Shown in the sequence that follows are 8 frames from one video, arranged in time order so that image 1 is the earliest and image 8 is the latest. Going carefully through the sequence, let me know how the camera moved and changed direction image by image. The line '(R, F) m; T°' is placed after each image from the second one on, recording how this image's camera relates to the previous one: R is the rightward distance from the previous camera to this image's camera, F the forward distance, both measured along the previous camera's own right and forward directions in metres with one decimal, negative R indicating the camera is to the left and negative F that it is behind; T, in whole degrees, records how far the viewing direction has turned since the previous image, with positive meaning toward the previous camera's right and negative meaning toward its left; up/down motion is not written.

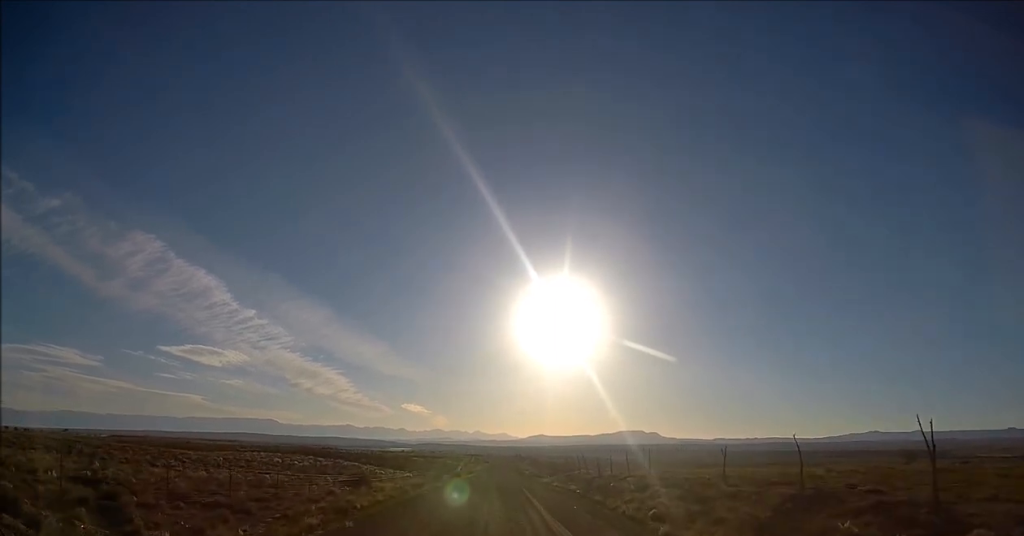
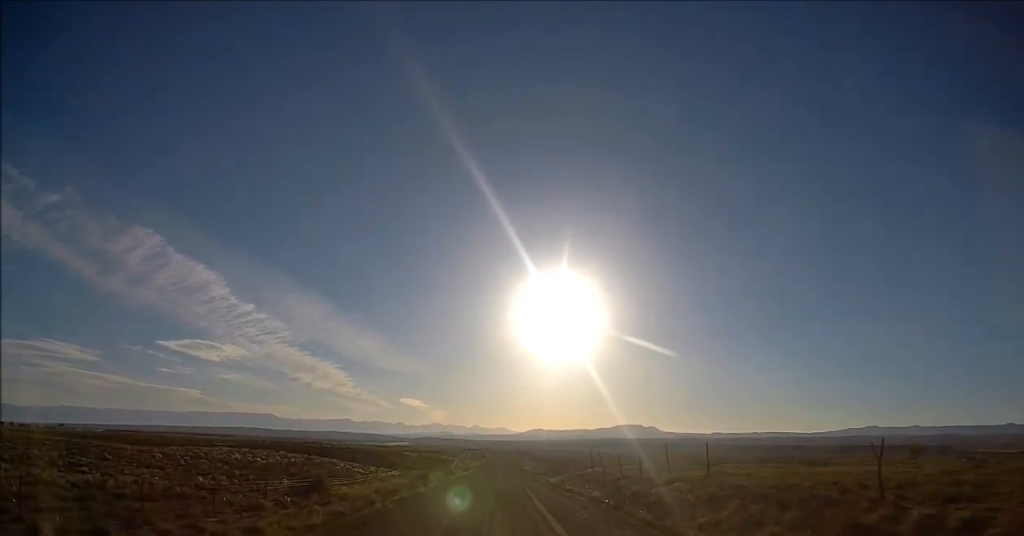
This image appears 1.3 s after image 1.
(+0.2, +11.9) m; +1°
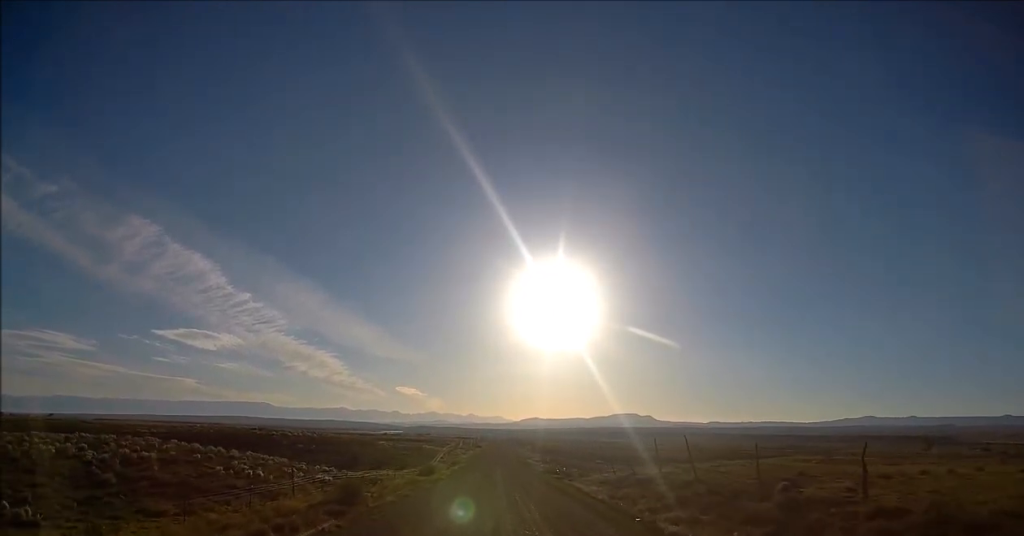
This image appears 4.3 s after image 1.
(-0.6, +28.9) m; -2°
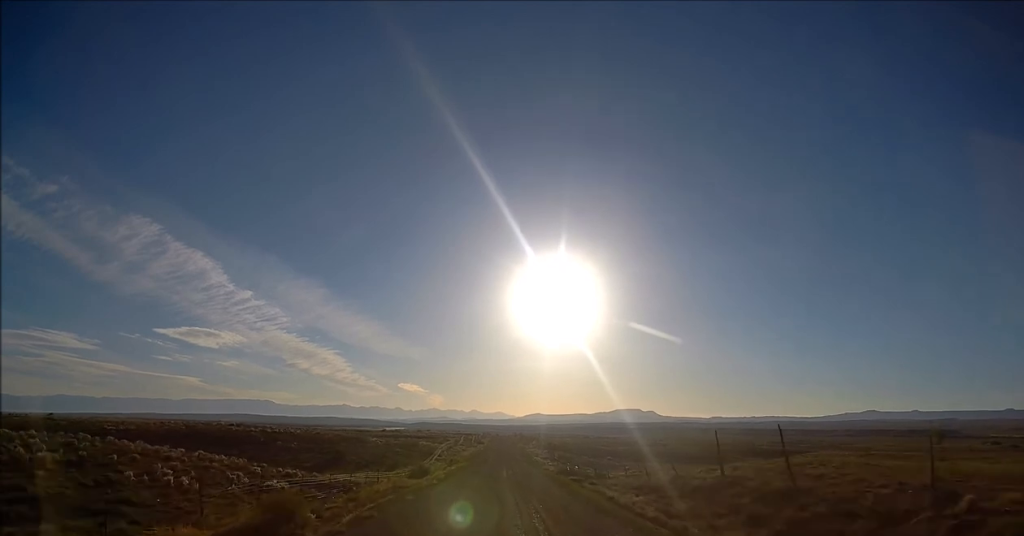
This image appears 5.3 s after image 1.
(0.0, +10.1) m; 0°
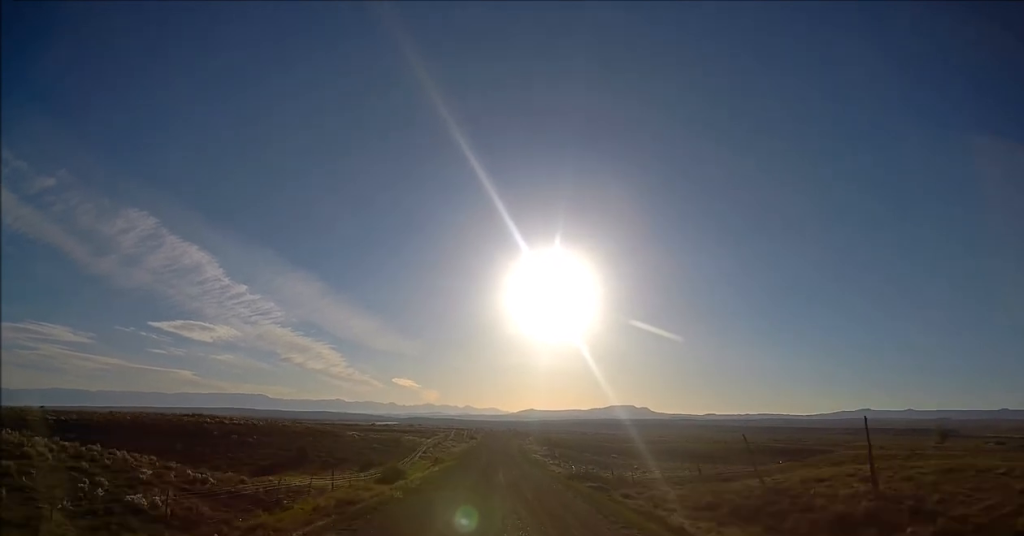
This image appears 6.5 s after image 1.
(+0.1, +12.9) m; 0°
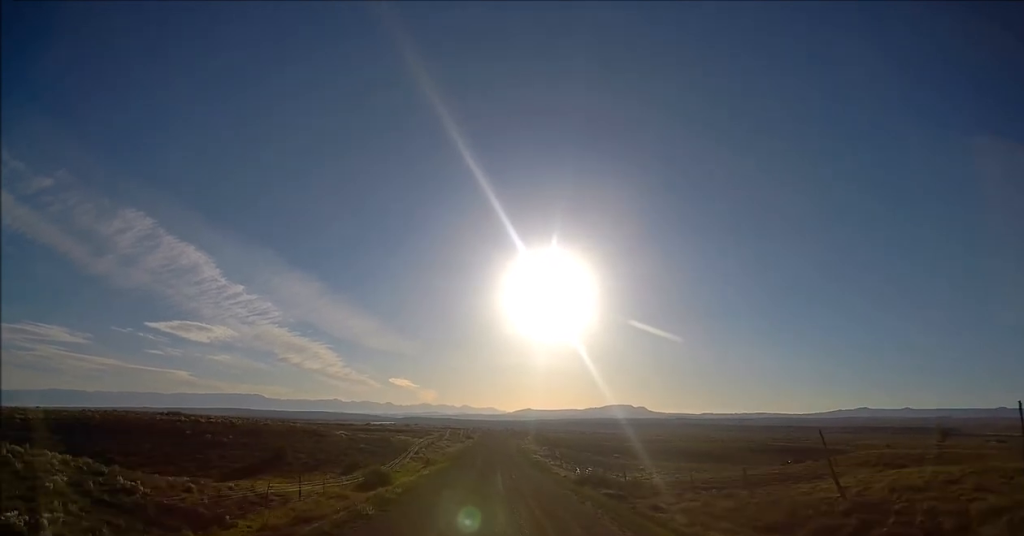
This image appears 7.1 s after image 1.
(-0.1, +6.4) m; 0°
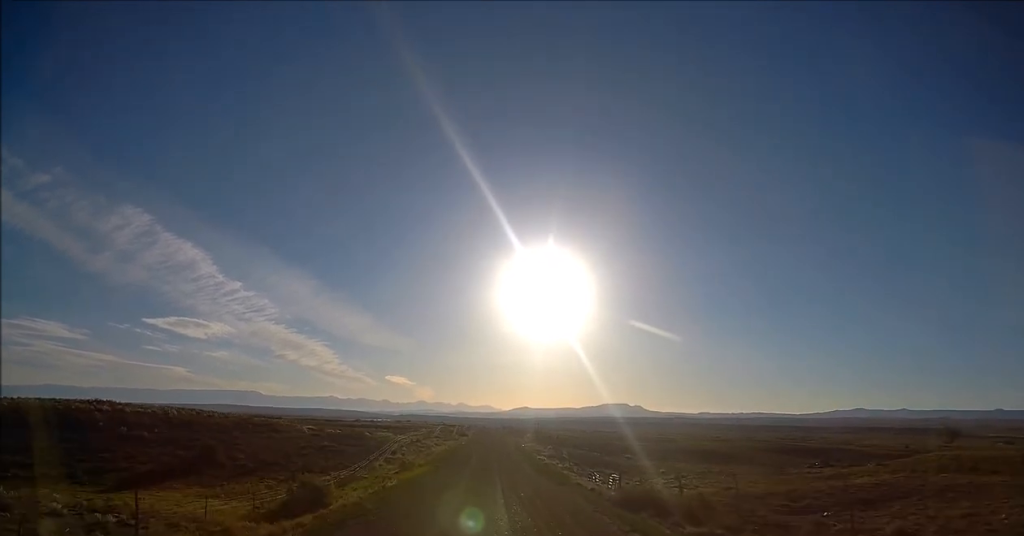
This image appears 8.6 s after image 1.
(+0.2, +15.4) m; +1°
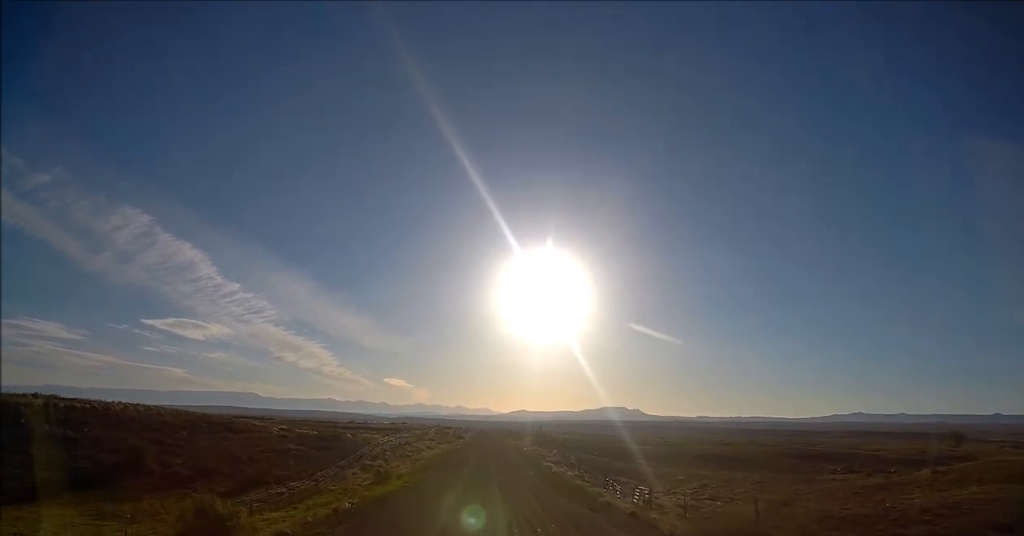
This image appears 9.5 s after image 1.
(+0.1, +9.5) m; 0°
